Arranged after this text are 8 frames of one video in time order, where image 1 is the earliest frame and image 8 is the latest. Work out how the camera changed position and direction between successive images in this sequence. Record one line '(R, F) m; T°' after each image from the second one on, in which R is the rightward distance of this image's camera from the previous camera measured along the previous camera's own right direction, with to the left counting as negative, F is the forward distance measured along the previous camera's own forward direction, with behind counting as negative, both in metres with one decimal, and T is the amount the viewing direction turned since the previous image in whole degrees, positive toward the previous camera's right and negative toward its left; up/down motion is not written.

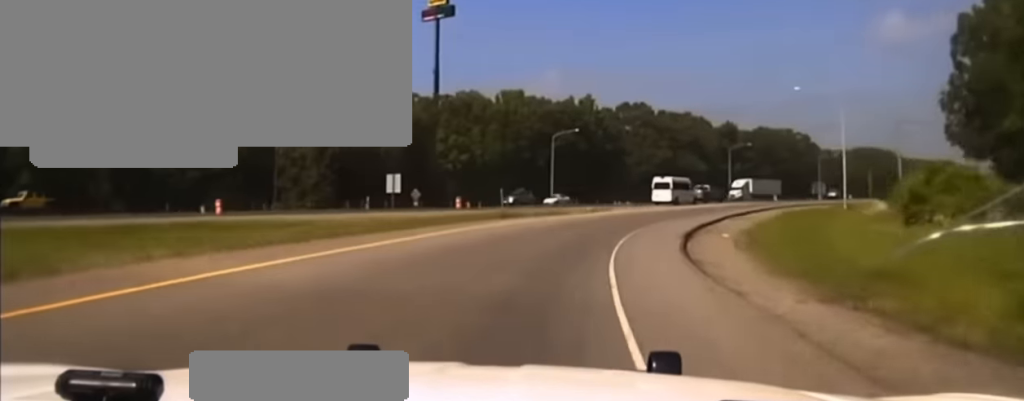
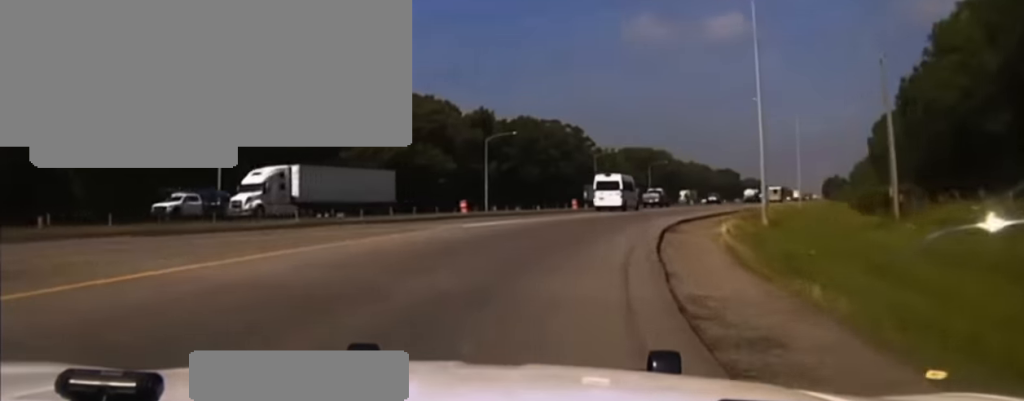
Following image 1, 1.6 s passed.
(+6.4, +53.3) m; +18°
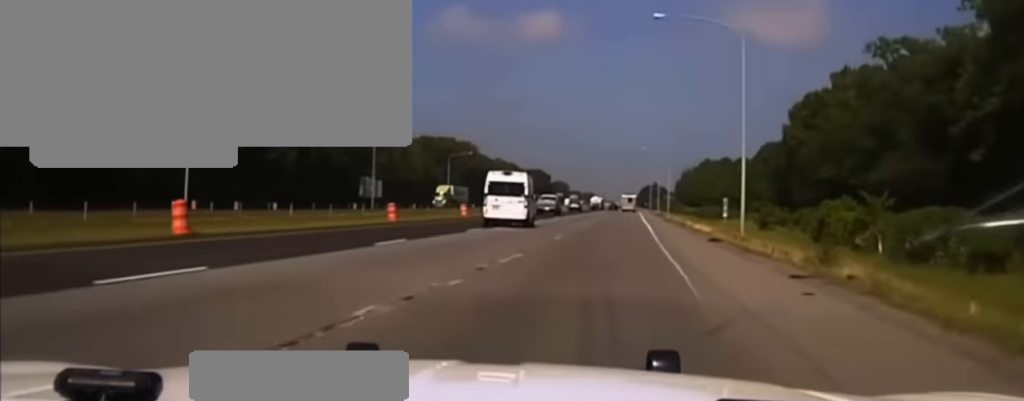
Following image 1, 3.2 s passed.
(+7.2, +55.2) m; +10°
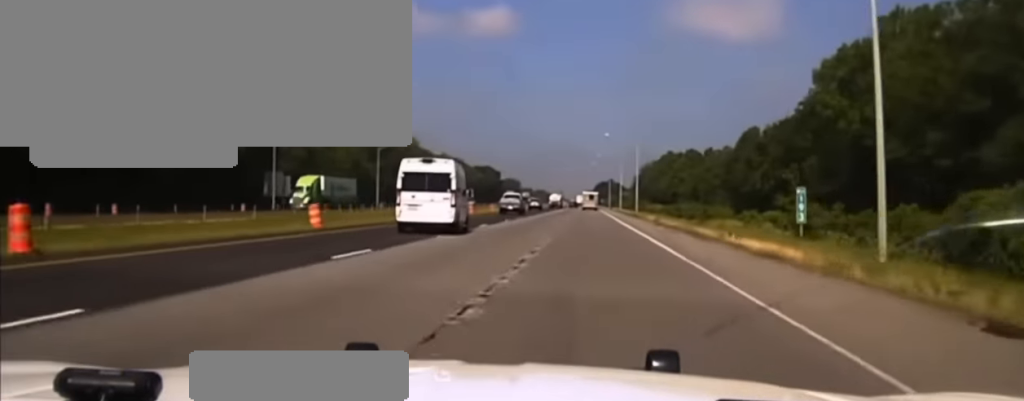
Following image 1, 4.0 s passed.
(+0.3, +29.8) m; +1°
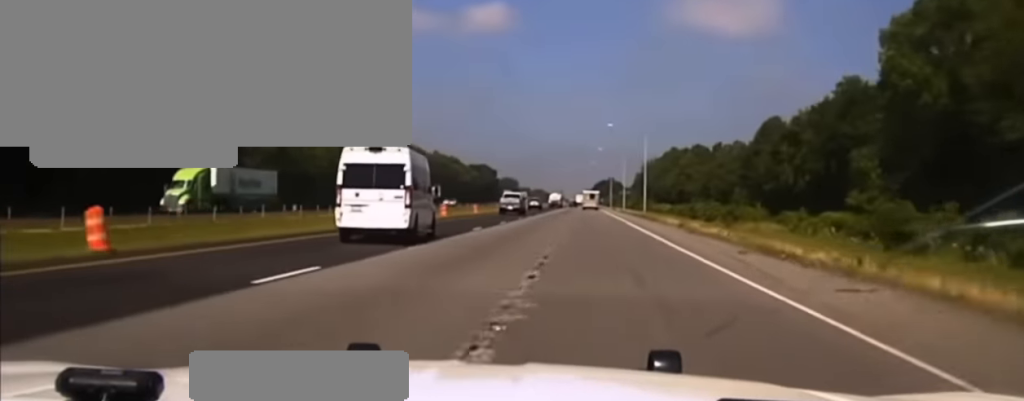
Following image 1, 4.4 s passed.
(0.0, +18.0) m; 0°
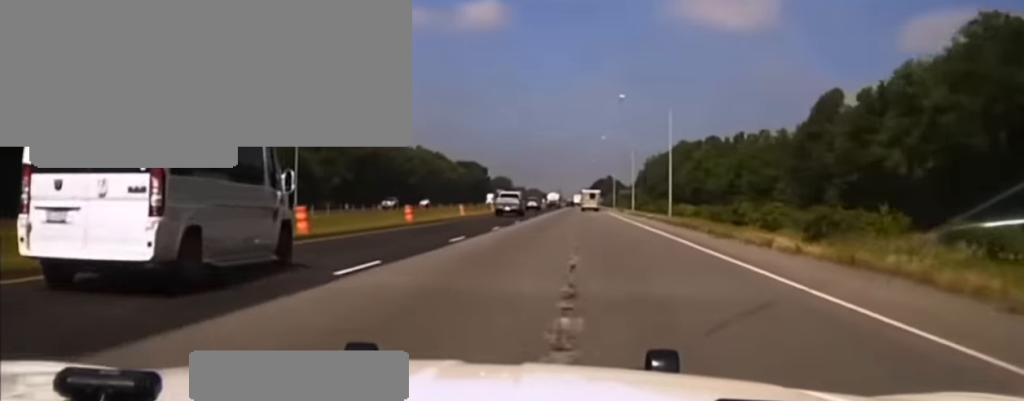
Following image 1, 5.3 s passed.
(0.0, +35.5) m; 0°
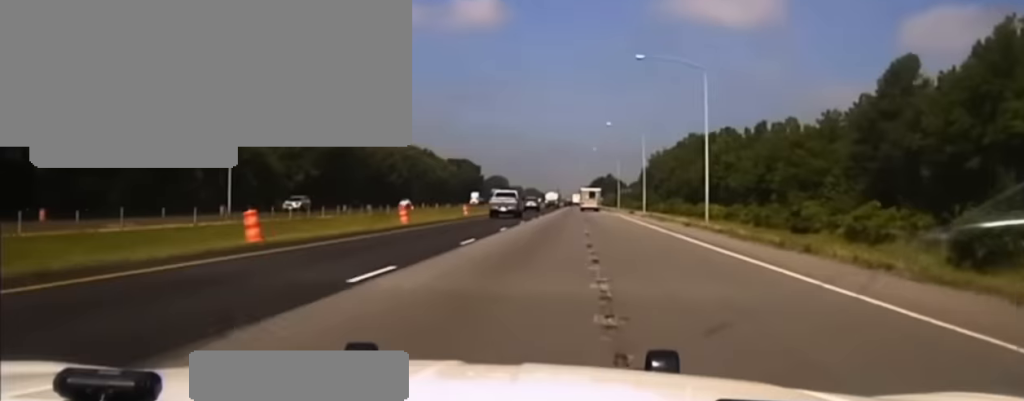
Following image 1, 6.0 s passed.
(0.0, +25.7) m; 0°
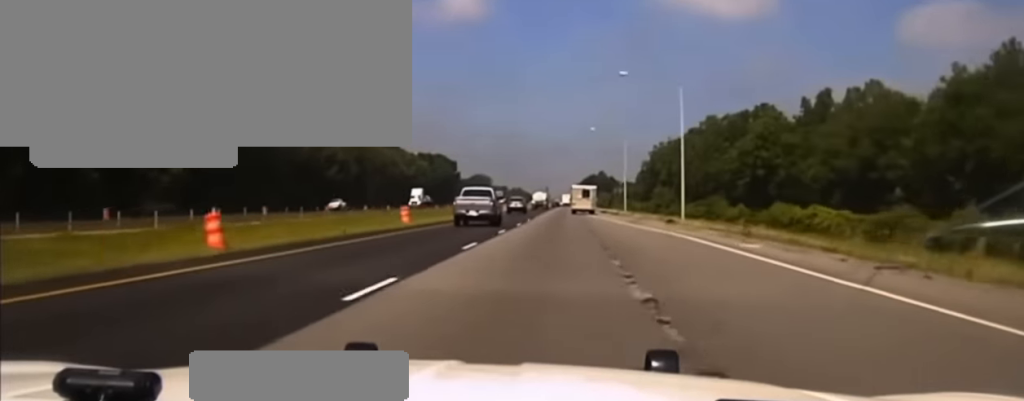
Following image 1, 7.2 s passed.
(+0.3, +52.4) m; 0°
